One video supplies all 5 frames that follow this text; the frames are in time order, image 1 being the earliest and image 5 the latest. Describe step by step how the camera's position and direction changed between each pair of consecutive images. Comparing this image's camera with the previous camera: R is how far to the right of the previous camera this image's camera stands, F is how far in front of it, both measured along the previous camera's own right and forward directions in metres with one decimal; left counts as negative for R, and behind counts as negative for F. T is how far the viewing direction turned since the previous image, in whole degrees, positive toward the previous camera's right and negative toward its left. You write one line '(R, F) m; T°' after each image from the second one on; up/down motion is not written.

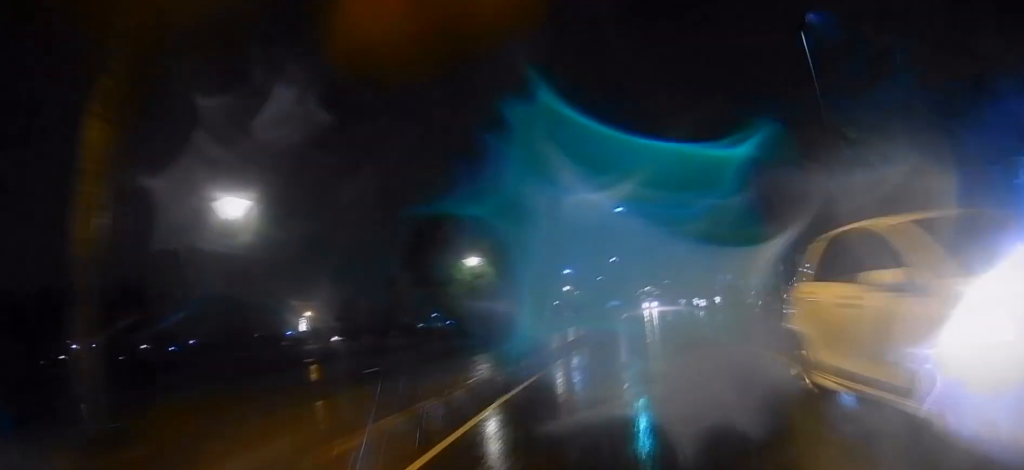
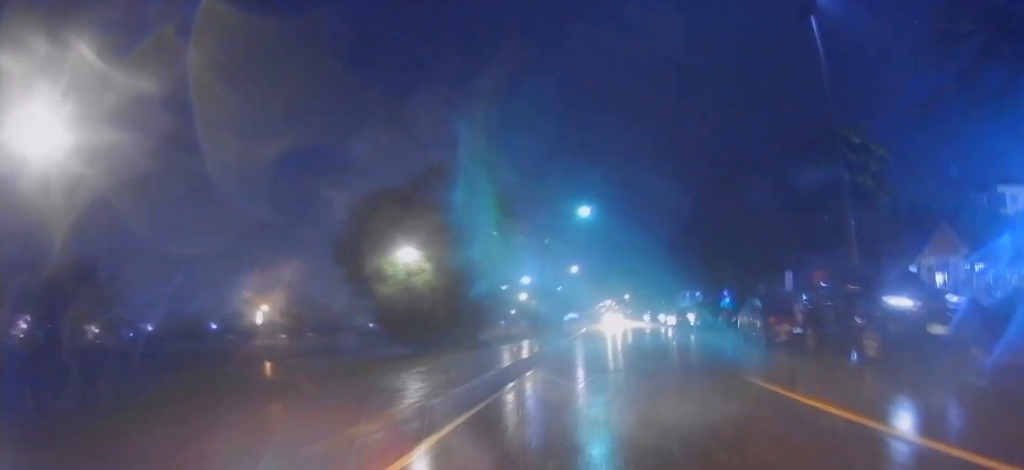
(+0.2, +4.1) m; +5°
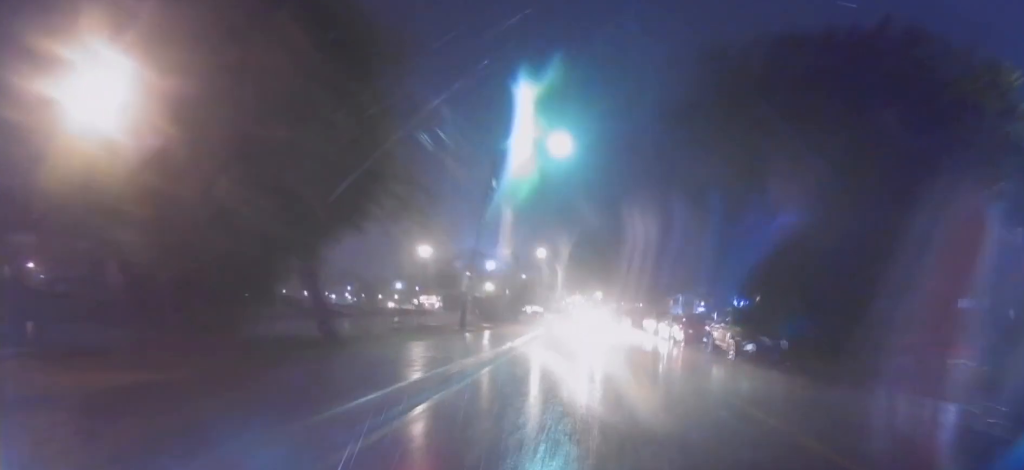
(+0.6, +13.3) m; +3°
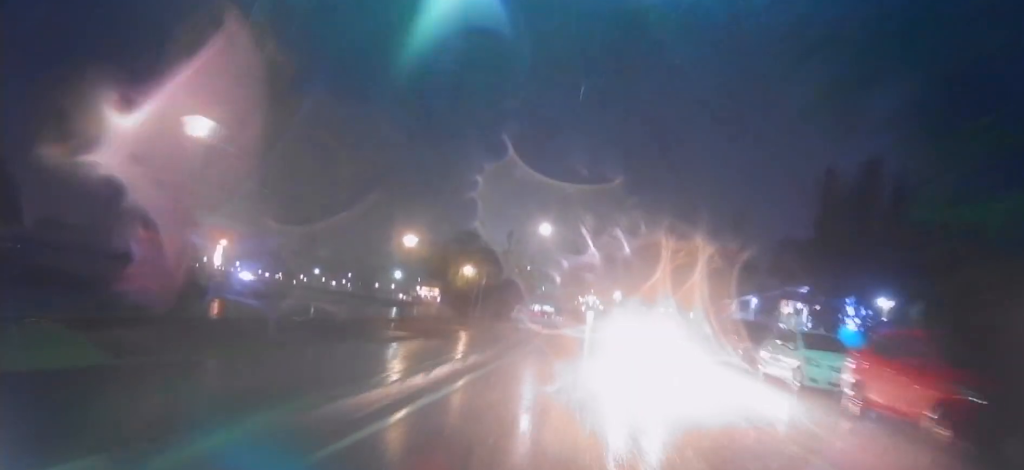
(0.0, +14.4) m; 0°
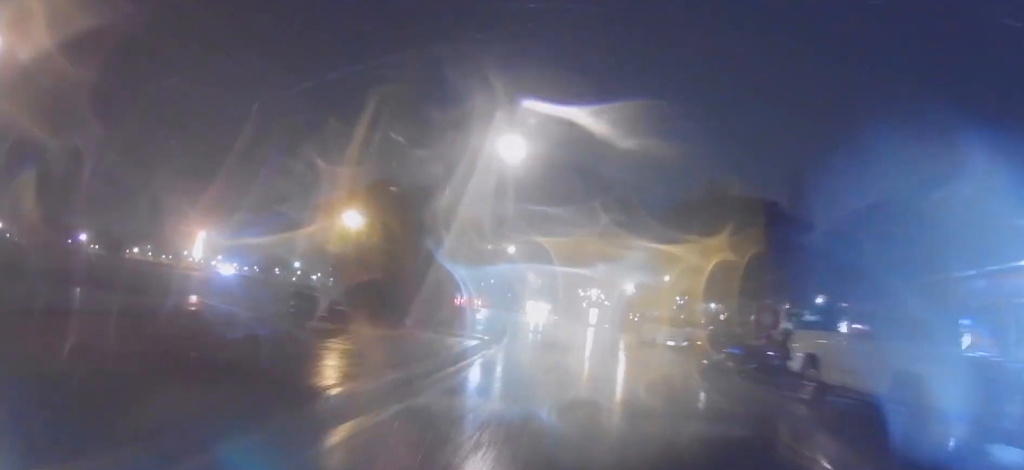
(-0.8, +21.4) m; -4°
